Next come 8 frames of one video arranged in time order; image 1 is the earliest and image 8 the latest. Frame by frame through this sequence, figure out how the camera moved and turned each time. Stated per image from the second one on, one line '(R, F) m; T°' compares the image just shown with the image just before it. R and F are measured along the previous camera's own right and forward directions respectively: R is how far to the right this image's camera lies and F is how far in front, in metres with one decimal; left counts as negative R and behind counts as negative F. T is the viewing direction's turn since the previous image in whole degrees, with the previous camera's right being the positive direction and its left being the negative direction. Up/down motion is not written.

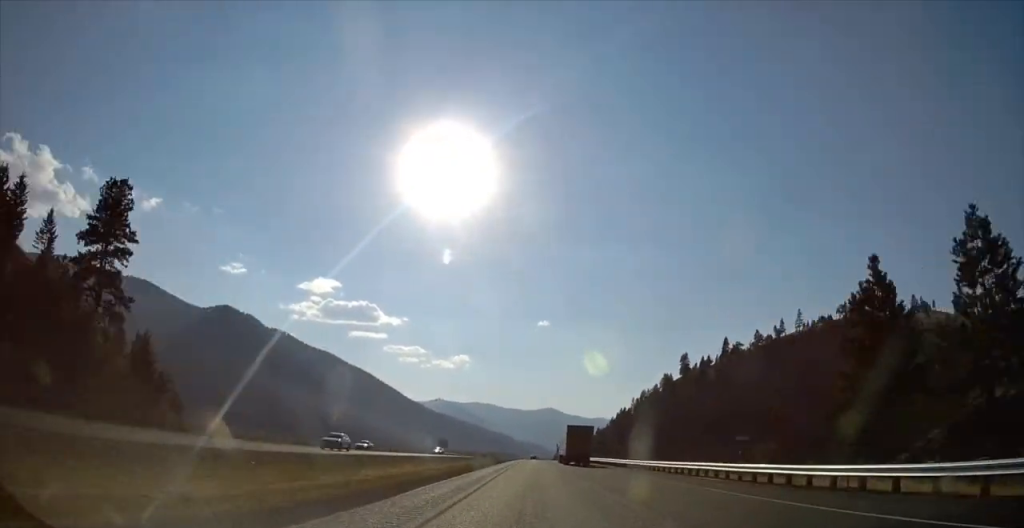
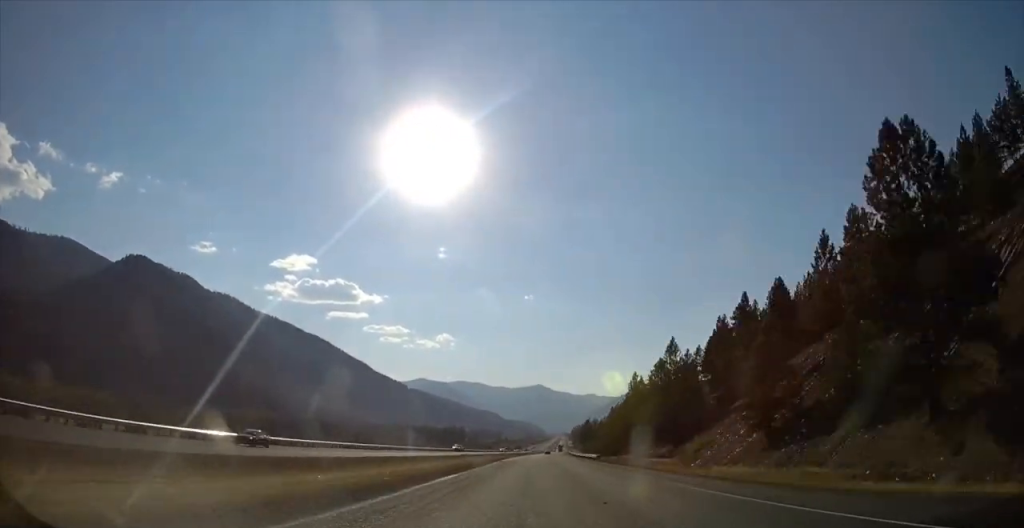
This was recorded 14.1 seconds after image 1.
(+5.9, +543.6) m; +2°
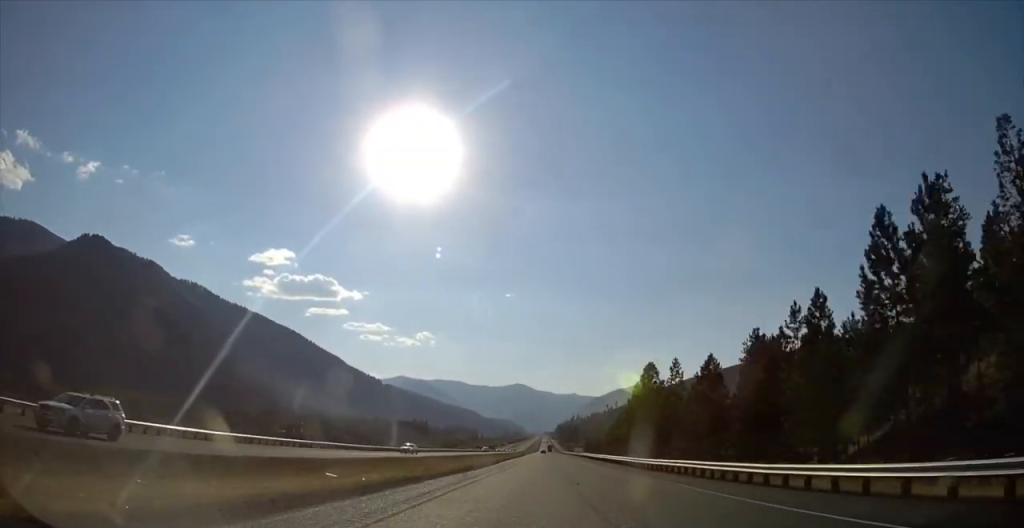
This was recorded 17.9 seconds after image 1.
(+1.5, +153.8) m; +1°
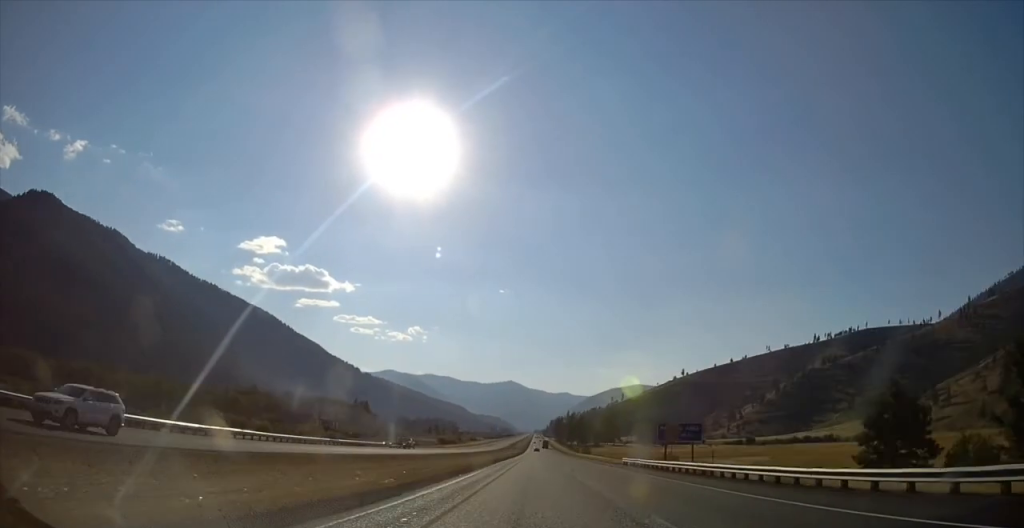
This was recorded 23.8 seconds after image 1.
(+2.5, +243.0) m; +1°
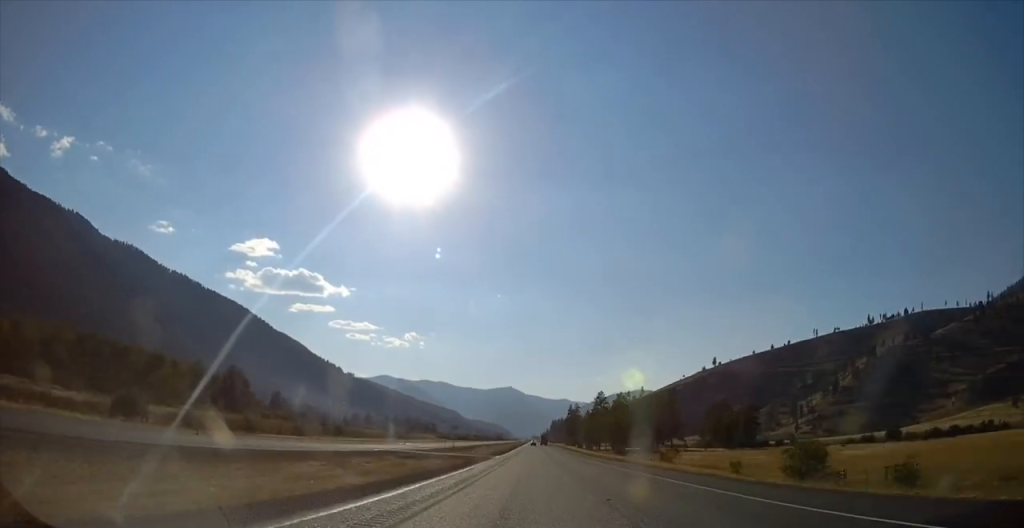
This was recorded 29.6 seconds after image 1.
(+1.0, +242.3) m; 0°
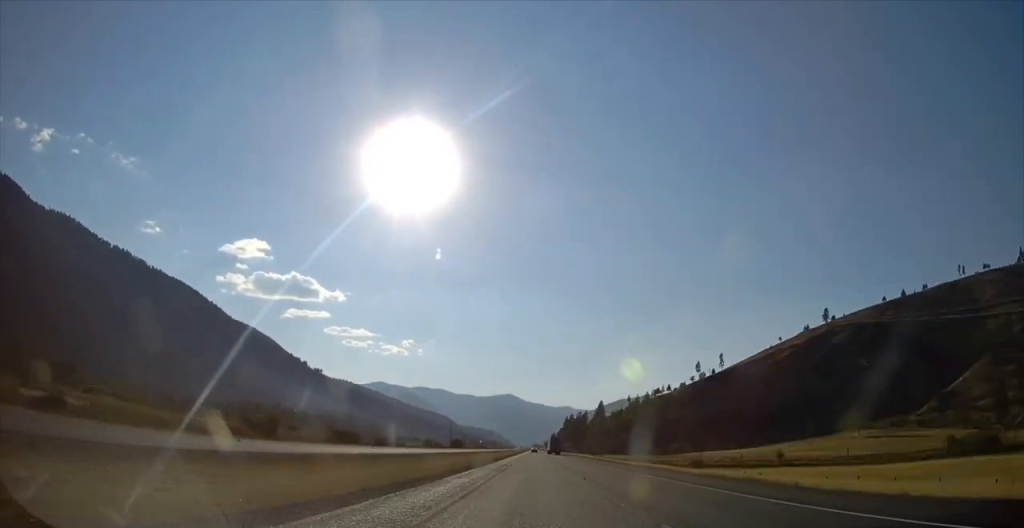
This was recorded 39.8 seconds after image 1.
(-0.8, +413.8) m; 0°
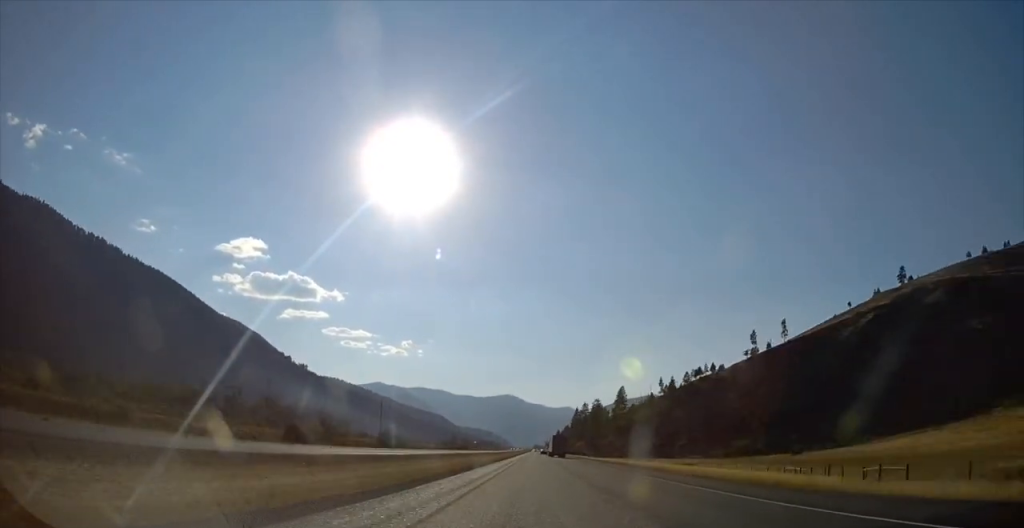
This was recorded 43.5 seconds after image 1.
(-0.1, +151.7) m; 0°
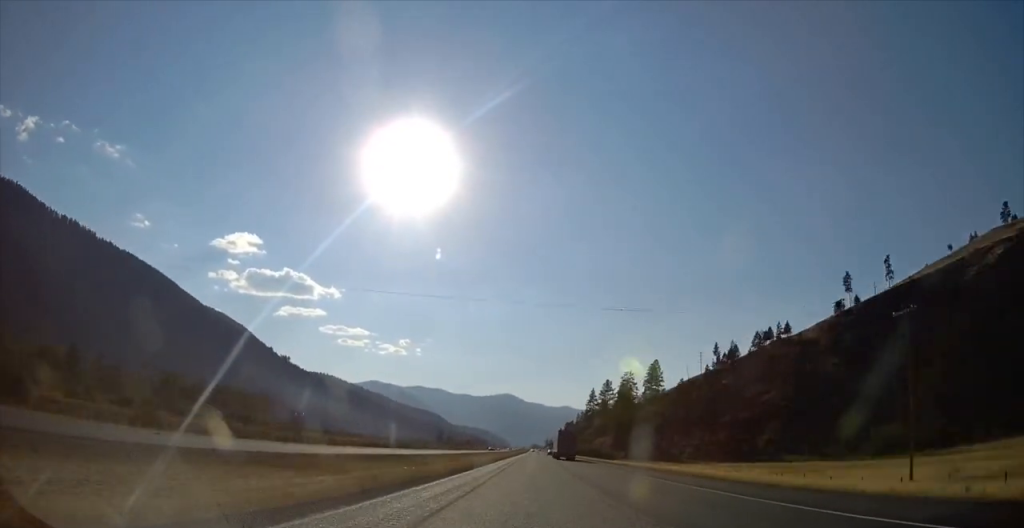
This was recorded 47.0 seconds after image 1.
(-0.1, +139.9) m; 0°
